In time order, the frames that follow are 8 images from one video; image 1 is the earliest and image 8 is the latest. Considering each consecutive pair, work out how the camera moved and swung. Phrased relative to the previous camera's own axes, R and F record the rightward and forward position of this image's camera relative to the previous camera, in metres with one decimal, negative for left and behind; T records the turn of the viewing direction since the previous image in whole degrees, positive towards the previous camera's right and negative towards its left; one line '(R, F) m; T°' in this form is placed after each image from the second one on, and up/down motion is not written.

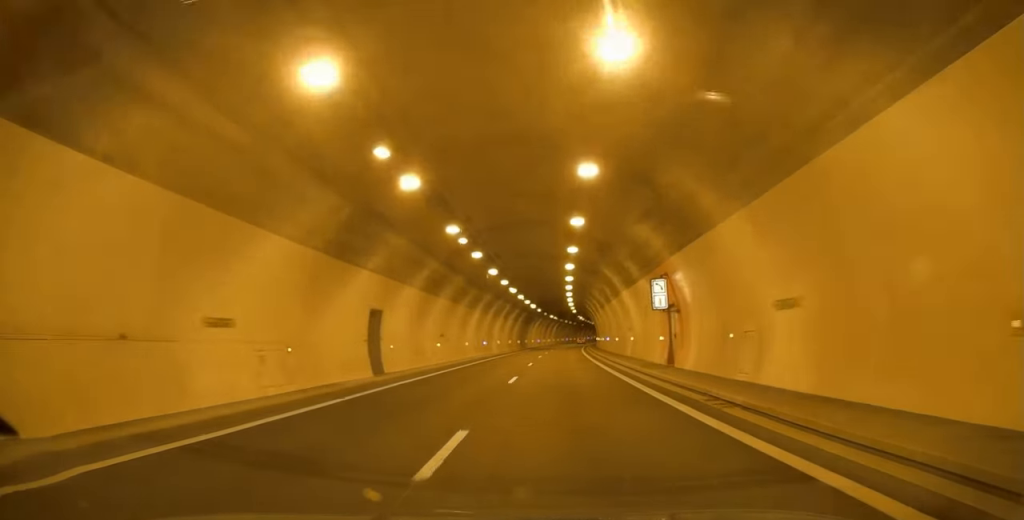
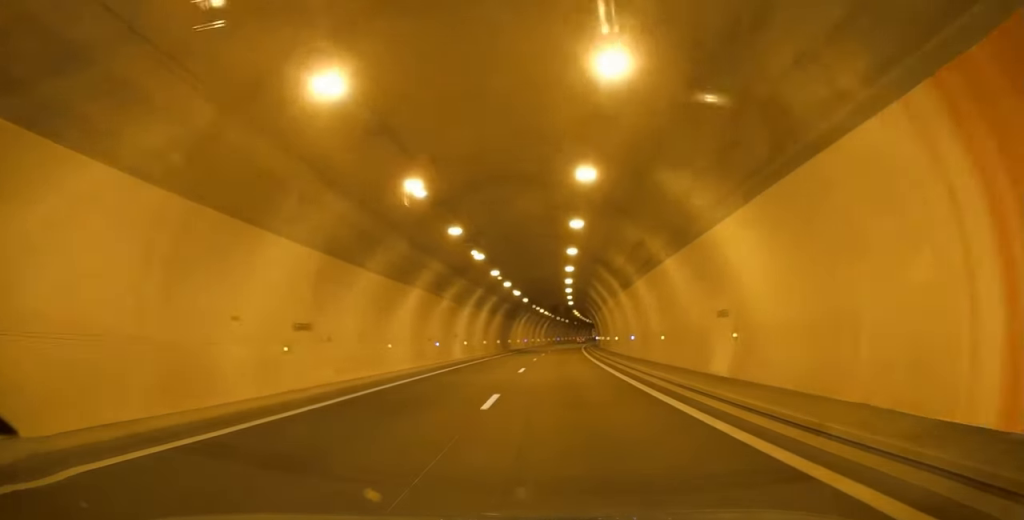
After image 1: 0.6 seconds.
(-0.1, +20.6) m; 0°
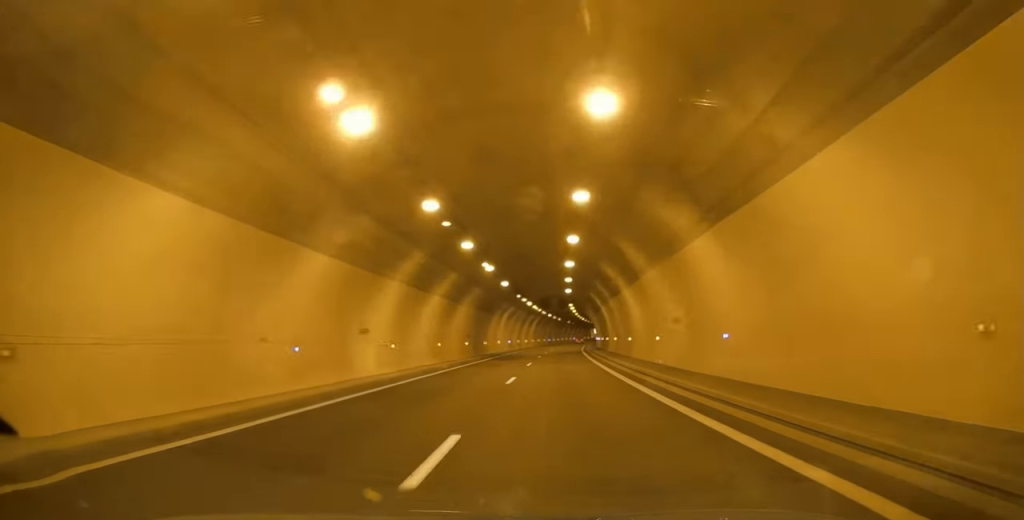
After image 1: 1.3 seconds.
(+0.3, +19.6) m; 0°
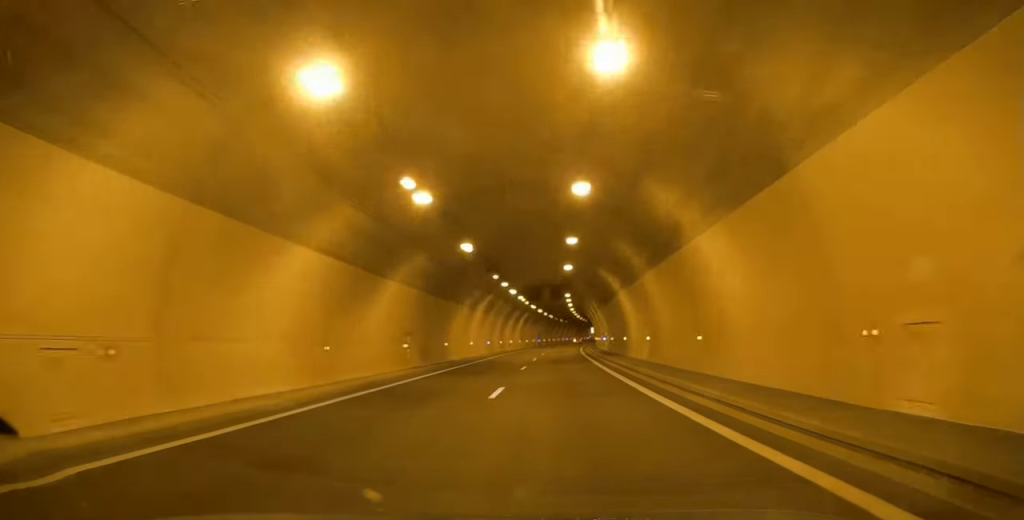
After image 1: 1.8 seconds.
(+0.1, +18.1) m; 0°
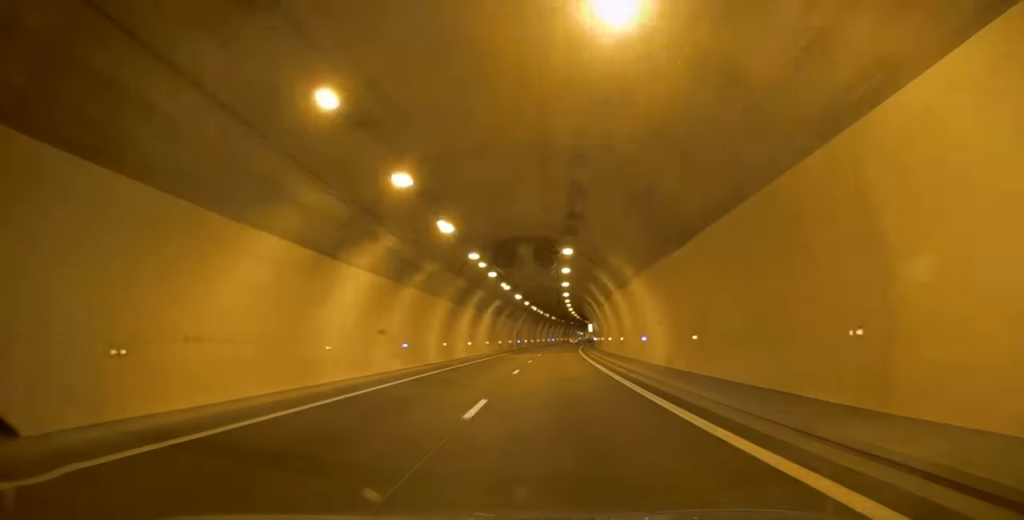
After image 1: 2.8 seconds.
(-0.2, +30.2) m; 0°
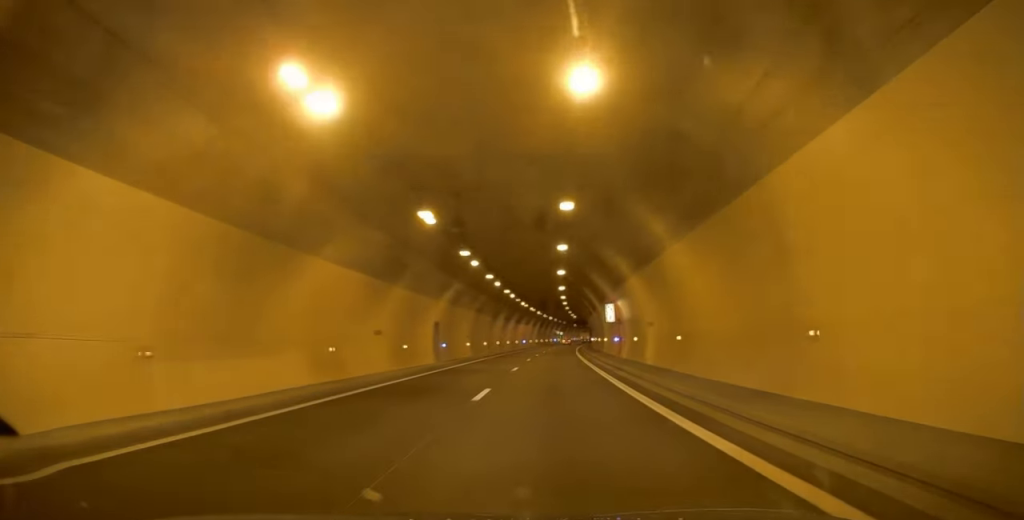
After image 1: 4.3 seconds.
(+0.7, +49.7) m; +1°
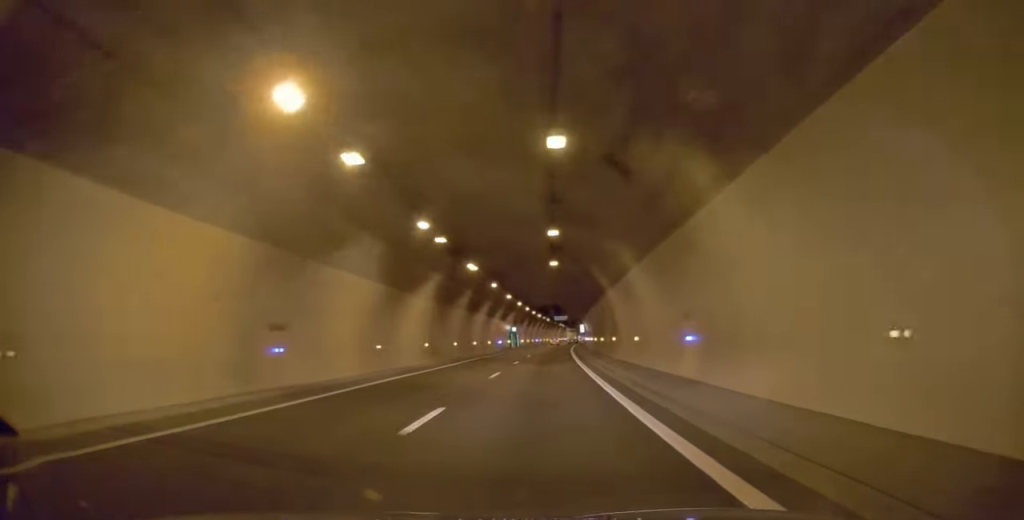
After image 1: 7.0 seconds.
(+4.7, +85.4) m; +5°
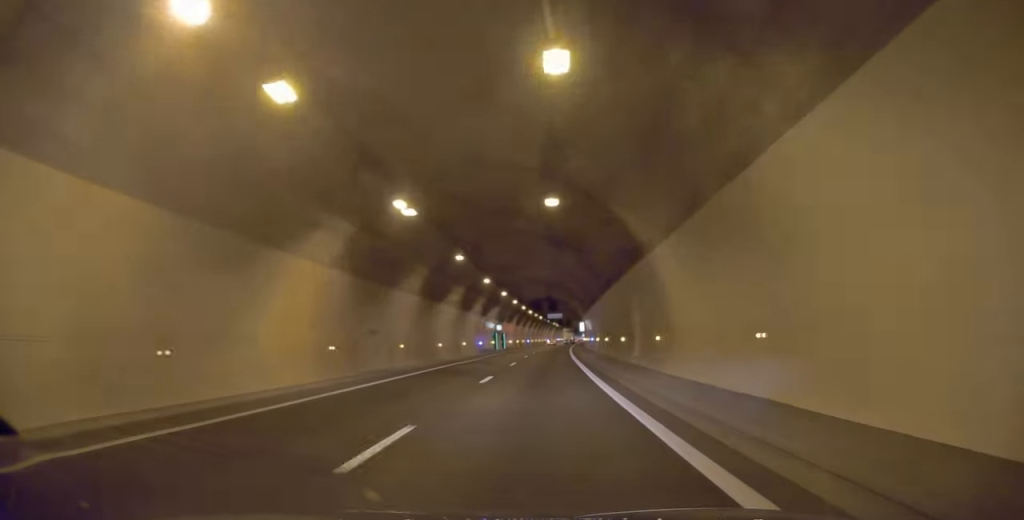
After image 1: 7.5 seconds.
(+0.2, +16.3) m; -1°
